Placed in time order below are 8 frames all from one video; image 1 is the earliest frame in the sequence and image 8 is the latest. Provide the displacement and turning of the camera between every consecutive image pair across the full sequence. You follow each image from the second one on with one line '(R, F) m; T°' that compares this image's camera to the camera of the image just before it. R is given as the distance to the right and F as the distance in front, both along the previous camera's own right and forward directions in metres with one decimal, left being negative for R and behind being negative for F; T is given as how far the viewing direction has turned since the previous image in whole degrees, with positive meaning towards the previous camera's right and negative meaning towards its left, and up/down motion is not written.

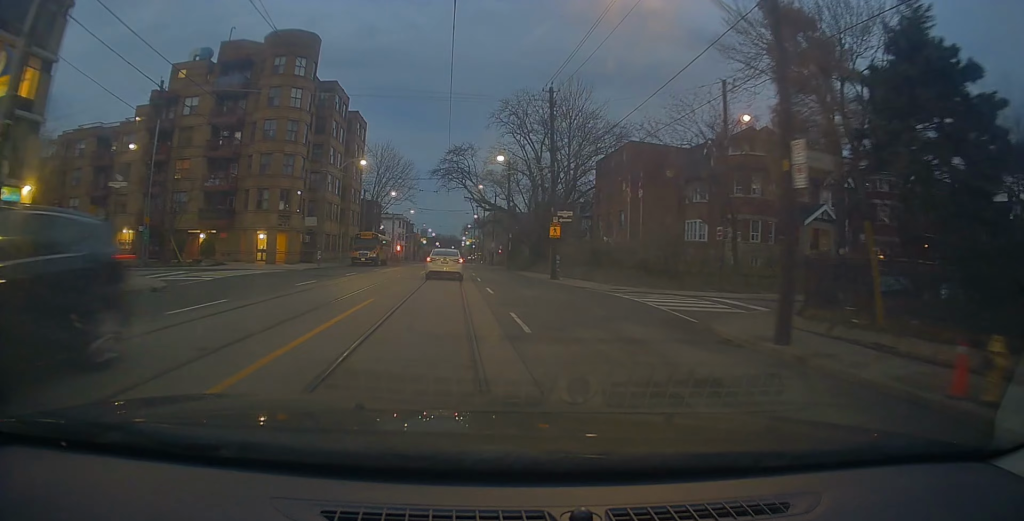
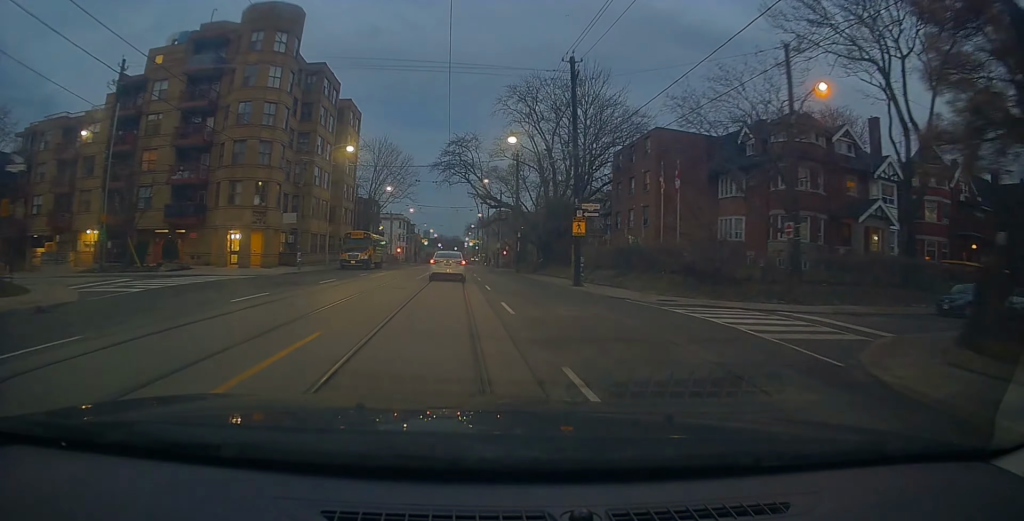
(+0.1, +6.0) m; 0°
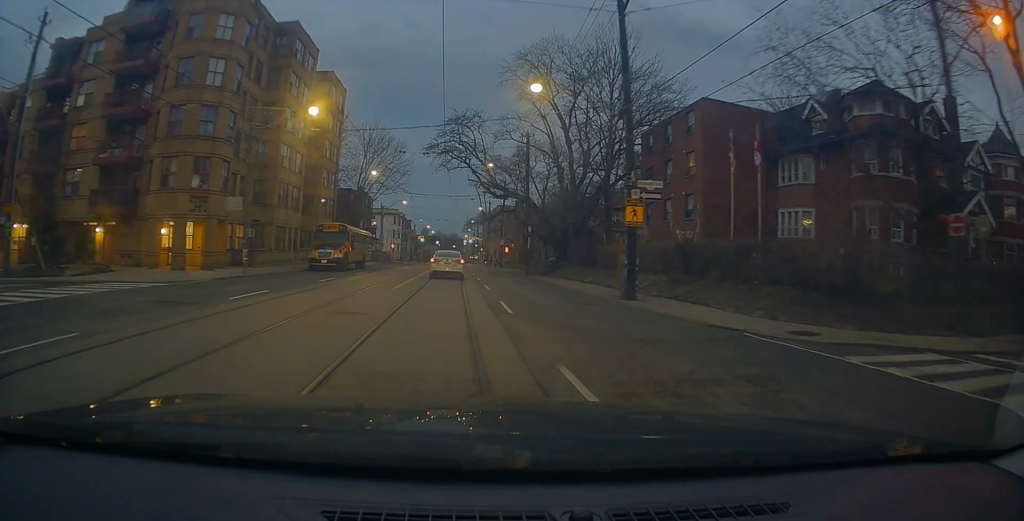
(+0.3, +9.0) m; 0°
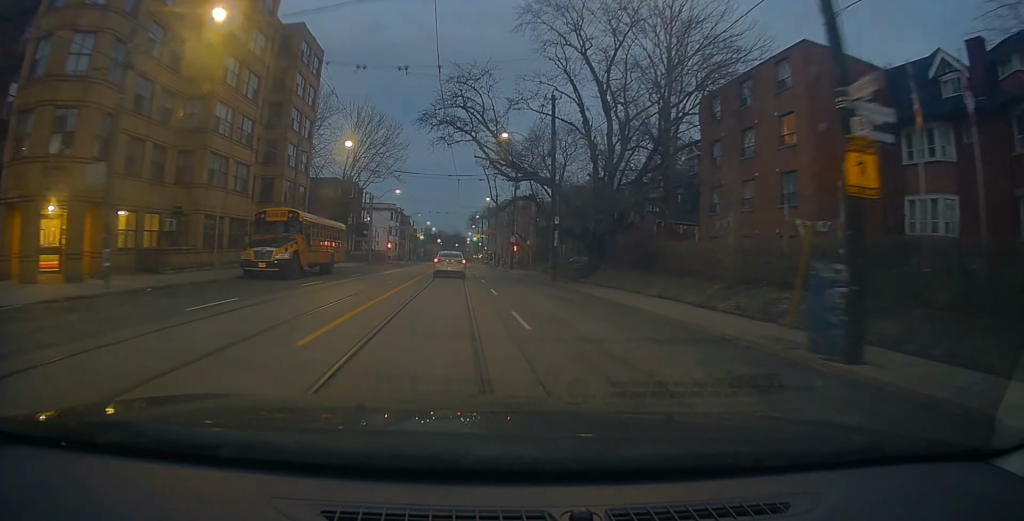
(-0.5, +11.8) m; -4°
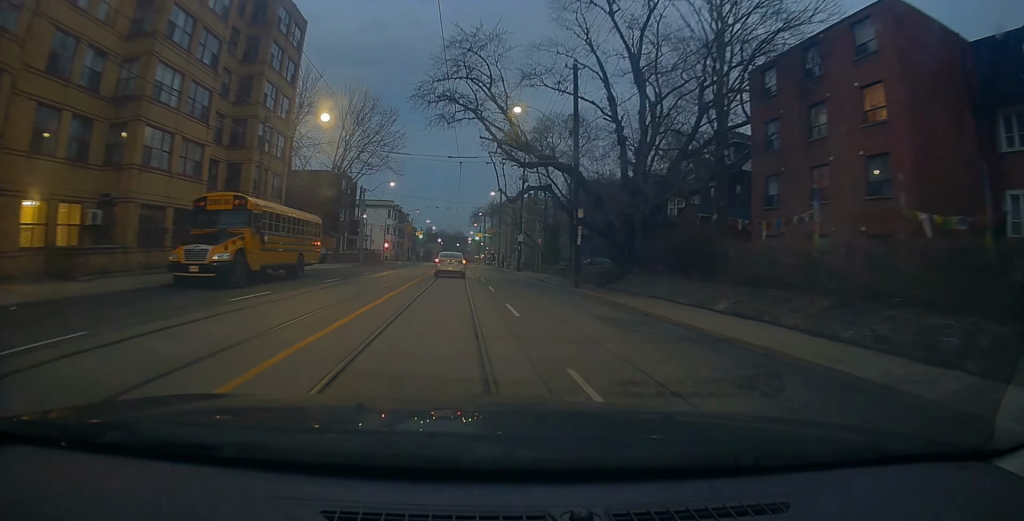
(-0.2, +6.6) m; +1°
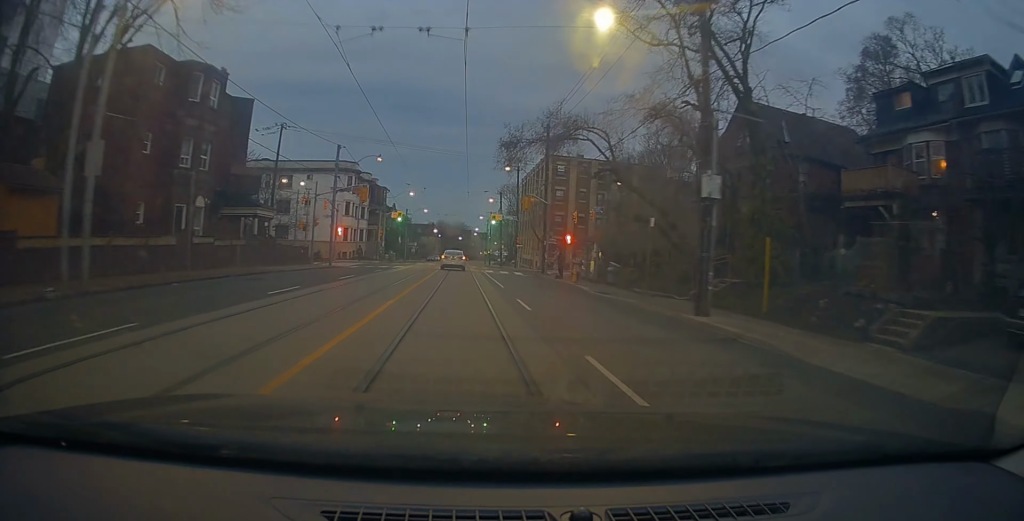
(+0.5, +46.0) m; -1°
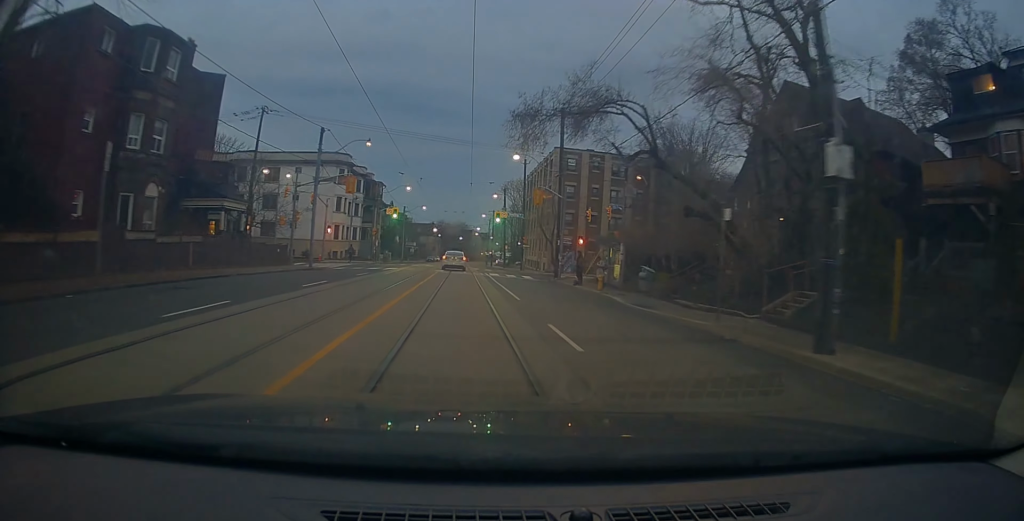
(0.0, +6.4) m; 0°
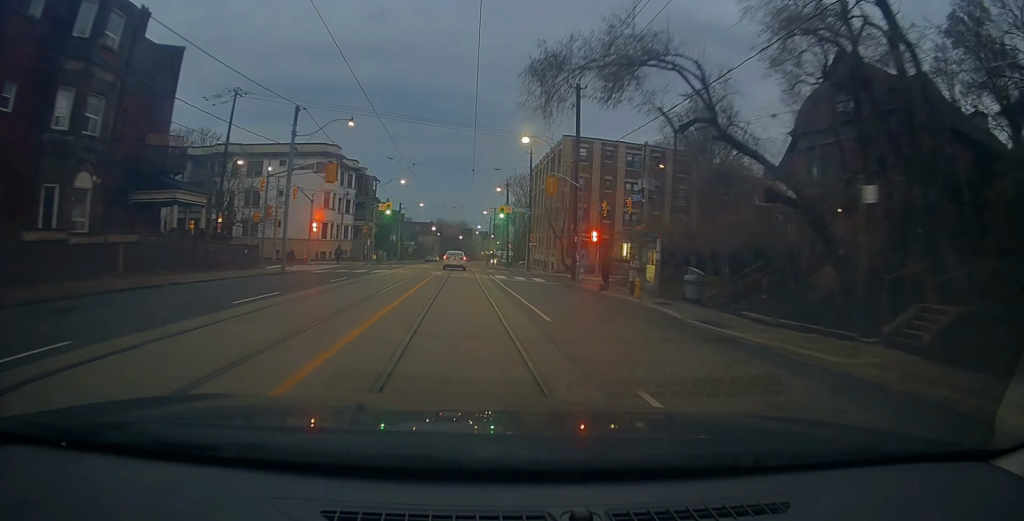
(+0.1, +6.5) m; +1°
